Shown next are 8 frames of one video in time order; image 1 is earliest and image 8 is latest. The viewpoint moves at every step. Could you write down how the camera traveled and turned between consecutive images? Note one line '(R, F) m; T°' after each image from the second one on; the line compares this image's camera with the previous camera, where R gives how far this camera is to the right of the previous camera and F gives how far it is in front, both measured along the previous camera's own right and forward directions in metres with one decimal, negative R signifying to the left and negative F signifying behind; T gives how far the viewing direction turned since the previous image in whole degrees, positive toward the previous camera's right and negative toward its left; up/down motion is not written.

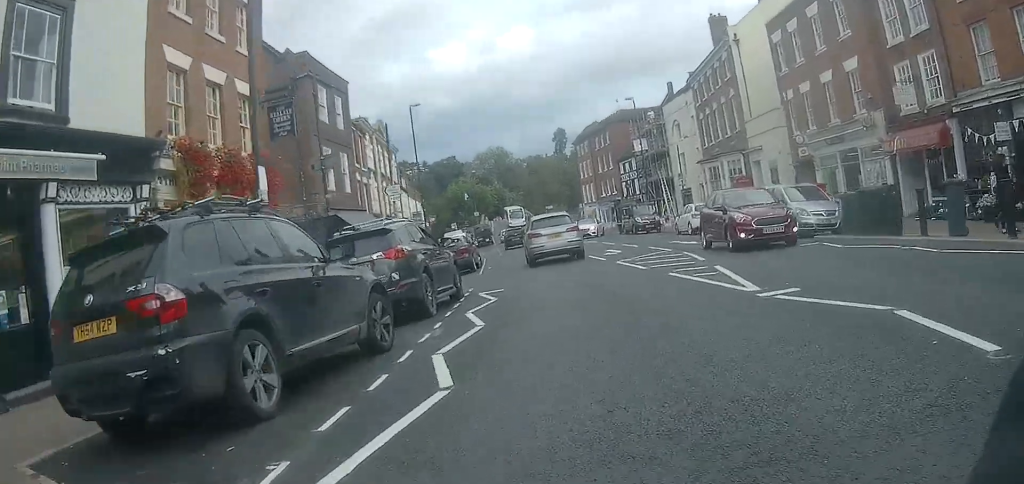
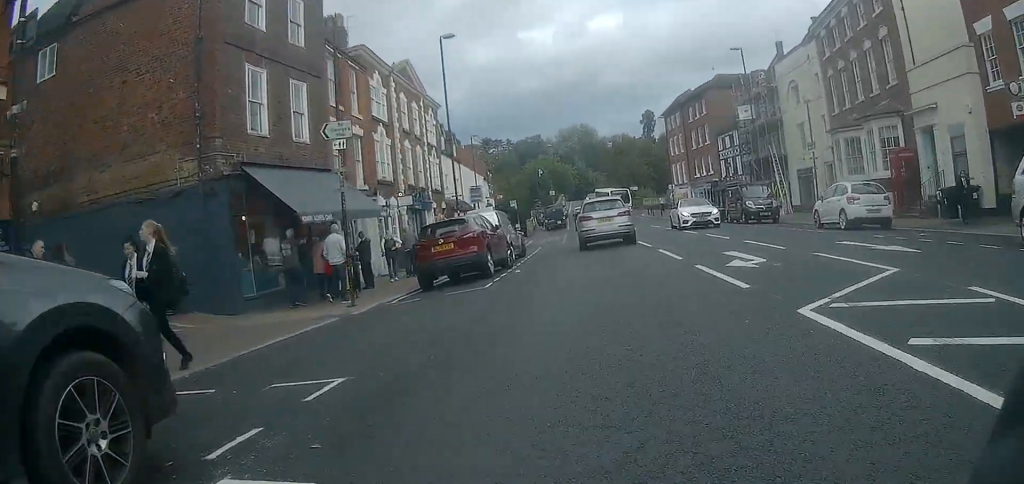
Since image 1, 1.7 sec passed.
(-0.4, +11.1) m; -9°
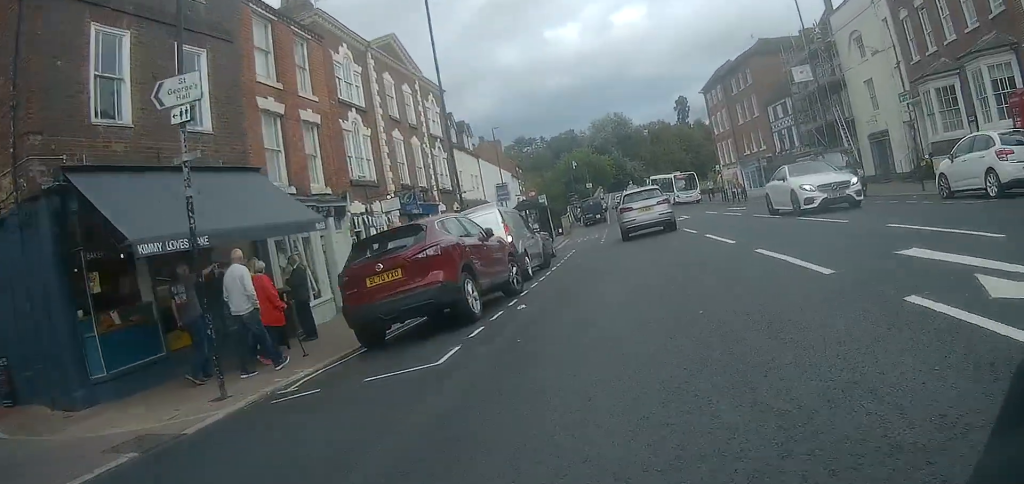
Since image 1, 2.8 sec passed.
(-0.7, +6.3) m; -9°
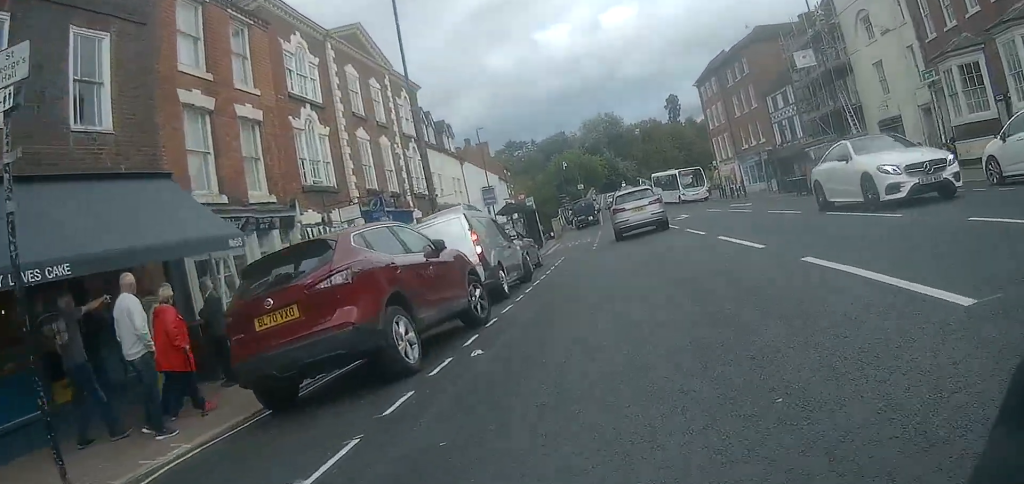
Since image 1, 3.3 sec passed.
(-0.2, +2.8) m; -1°
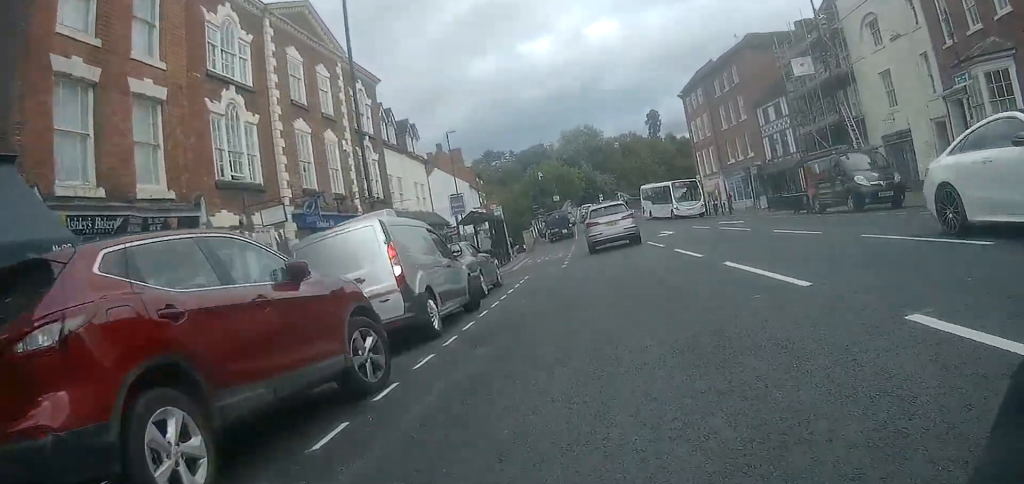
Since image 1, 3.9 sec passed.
(+0.2, +3.2) m; +3°
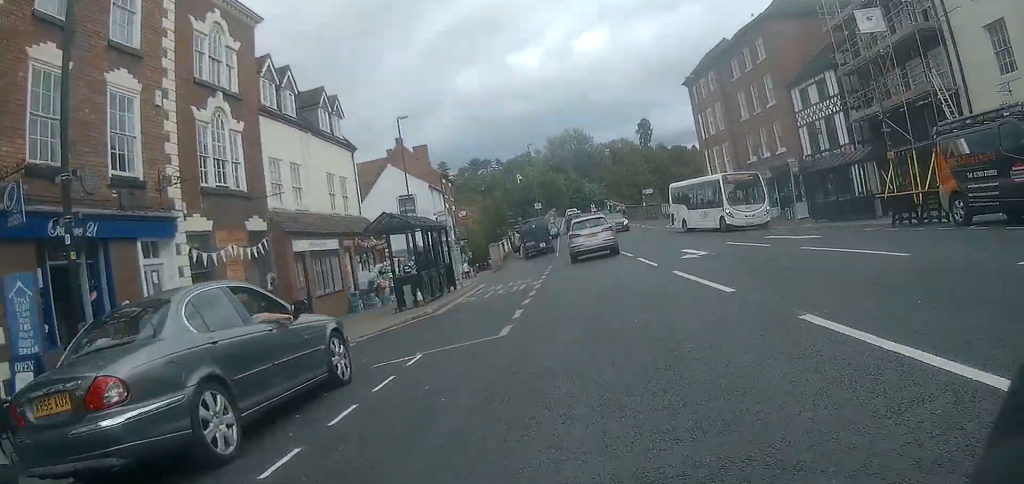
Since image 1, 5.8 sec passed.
(+1.0, +10.3) m; +10°
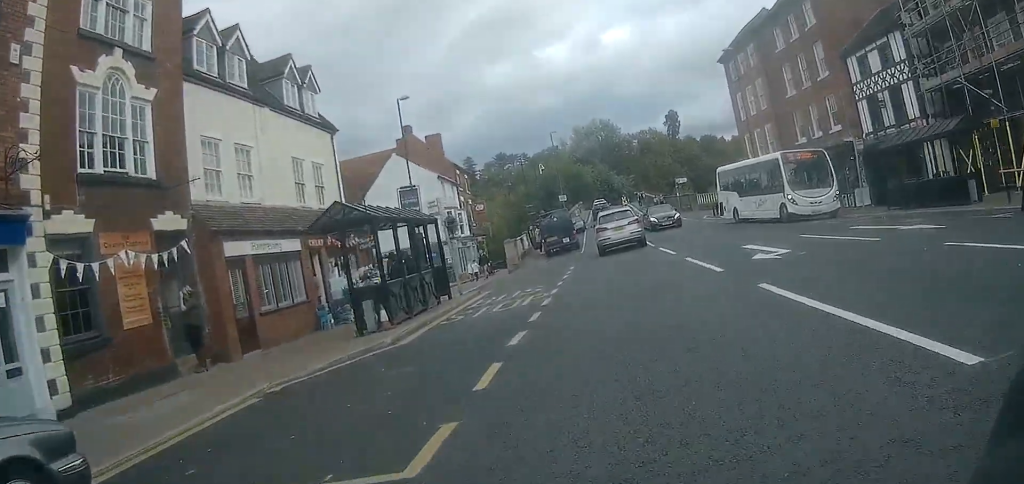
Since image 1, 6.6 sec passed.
(+0.1, +4.7) m; +2°
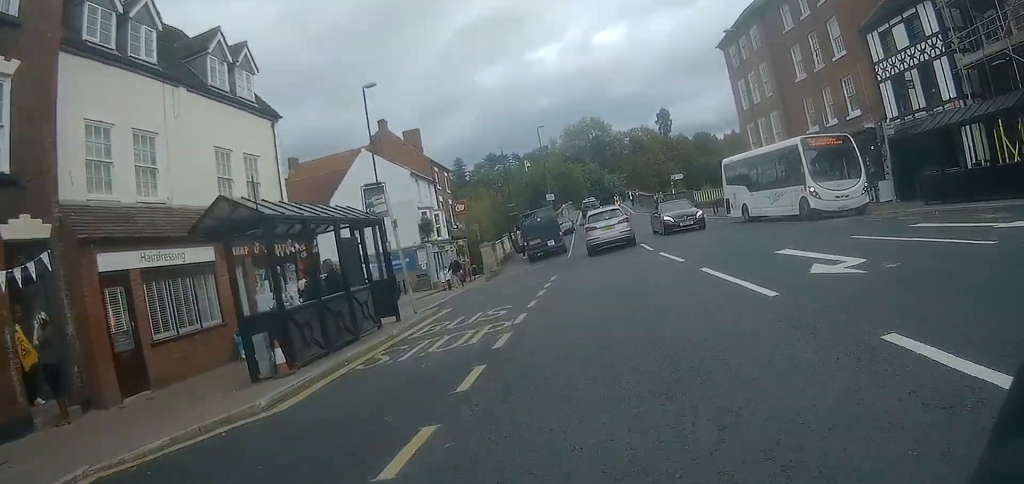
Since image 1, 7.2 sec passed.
(0.0, +3.5) m; 0°
